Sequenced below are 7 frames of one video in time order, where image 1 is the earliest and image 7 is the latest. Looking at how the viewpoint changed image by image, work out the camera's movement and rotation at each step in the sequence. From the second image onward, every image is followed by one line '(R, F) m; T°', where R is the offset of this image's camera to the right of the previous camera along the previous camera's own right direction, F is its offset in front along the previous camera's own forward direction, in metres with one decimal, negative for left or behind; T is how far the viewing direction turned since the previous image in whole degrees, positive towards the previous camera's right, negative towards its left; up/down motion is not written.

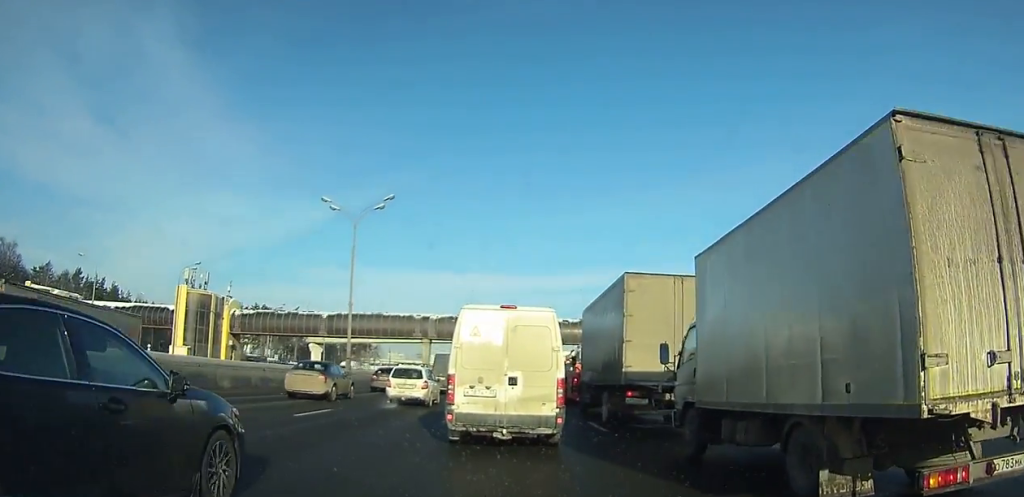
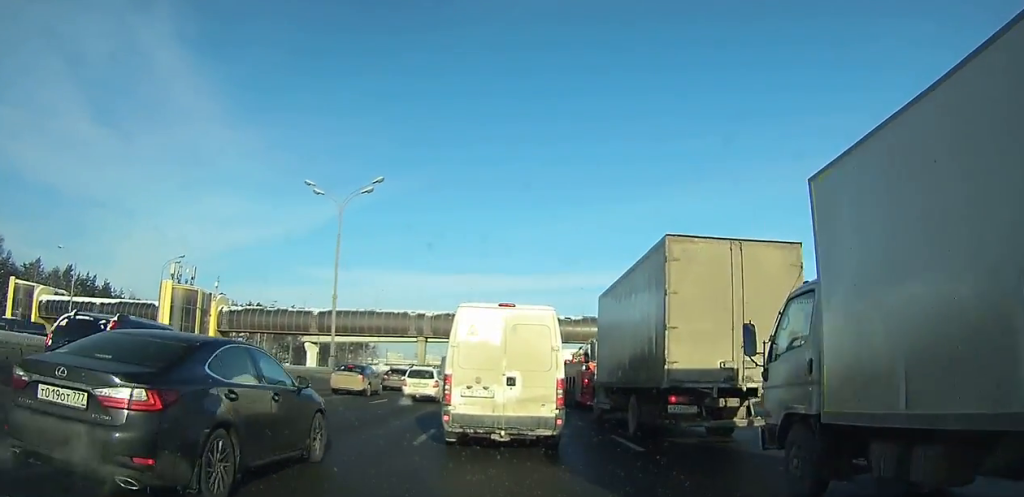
(0.0, +2.5) m; 0°
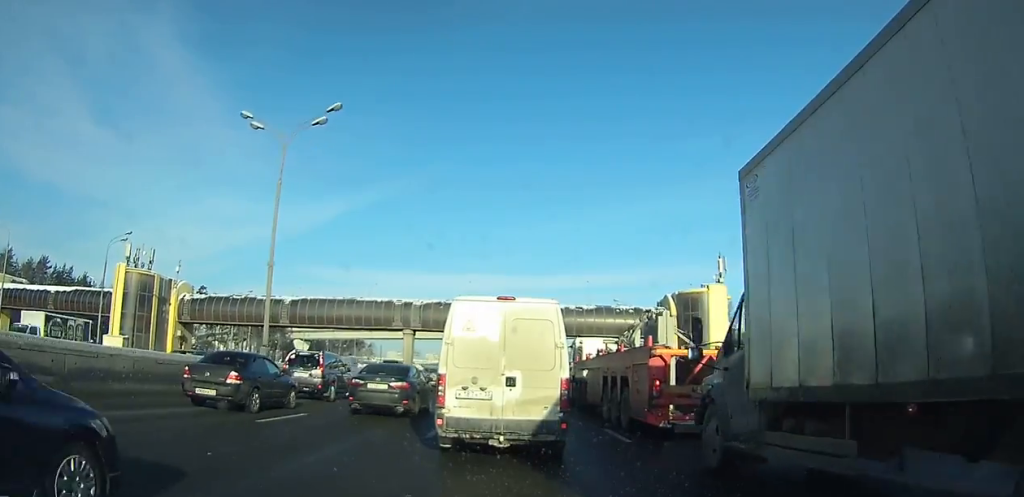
(0.0, +7.3) m; 0°
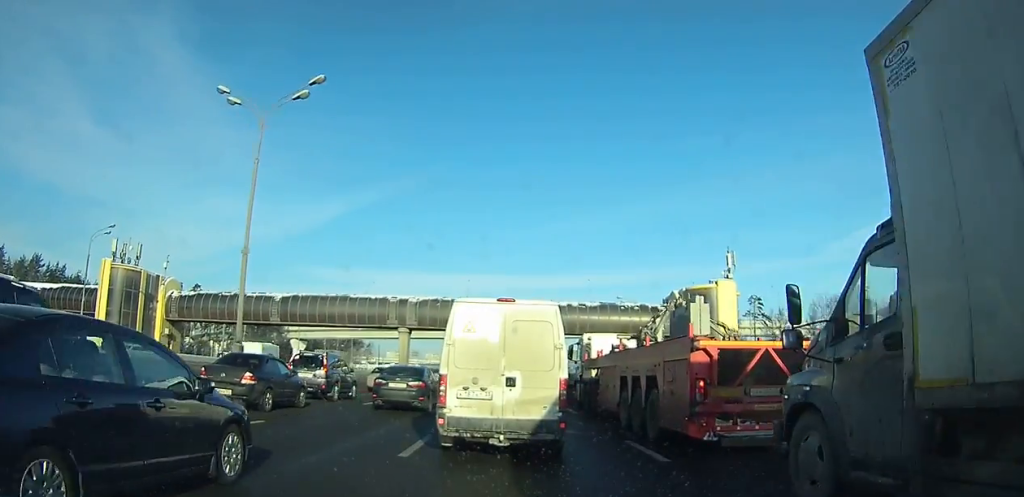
(0.0, +2.0) m; 0°
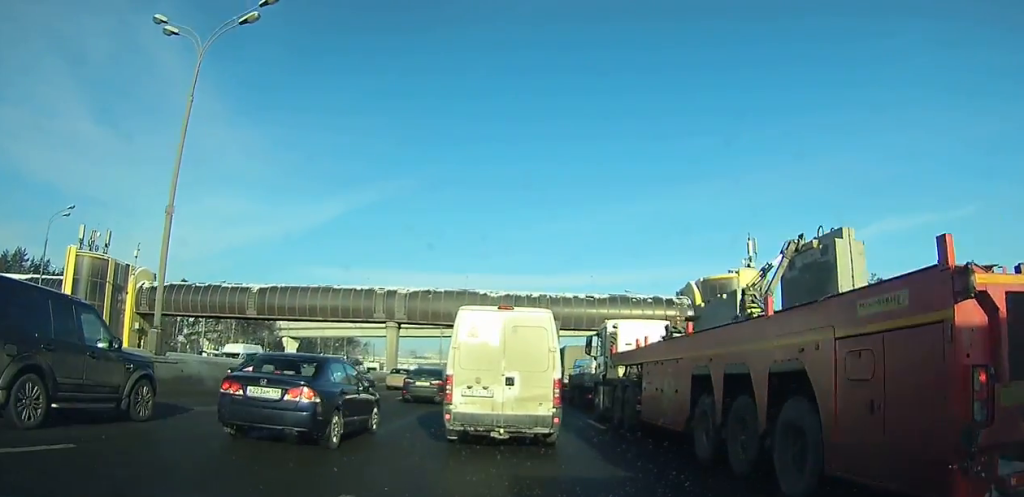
(0.0, +4.3) m; 0°
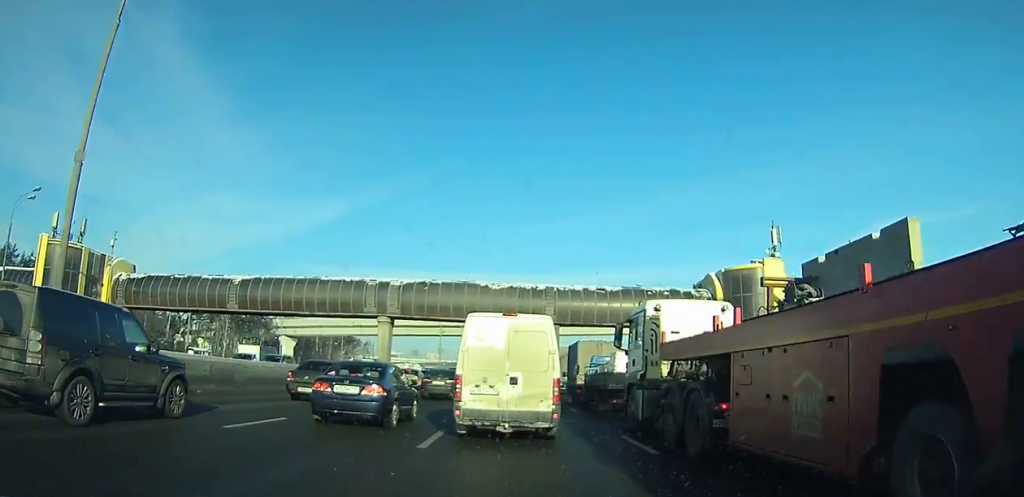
(0.0, +3.4) m; 0°
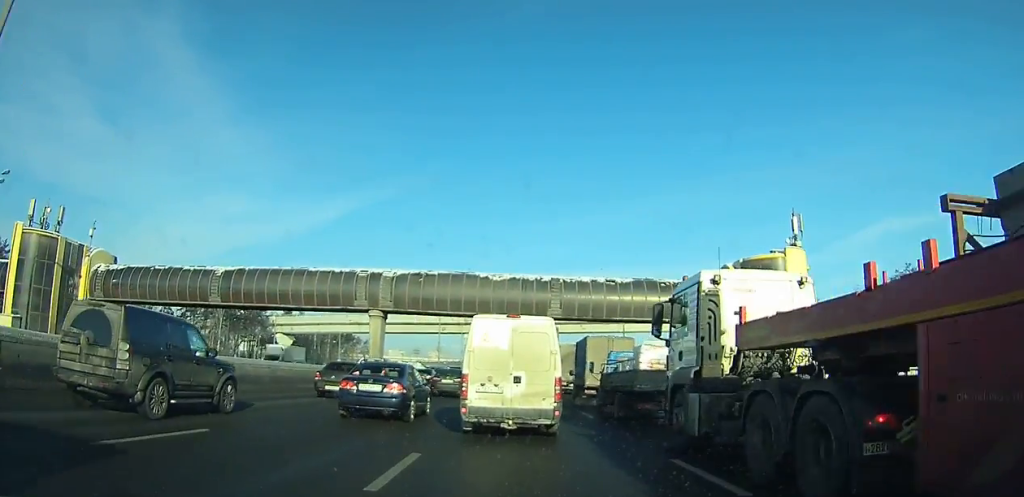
(0.0, +2.5) m; 0°
